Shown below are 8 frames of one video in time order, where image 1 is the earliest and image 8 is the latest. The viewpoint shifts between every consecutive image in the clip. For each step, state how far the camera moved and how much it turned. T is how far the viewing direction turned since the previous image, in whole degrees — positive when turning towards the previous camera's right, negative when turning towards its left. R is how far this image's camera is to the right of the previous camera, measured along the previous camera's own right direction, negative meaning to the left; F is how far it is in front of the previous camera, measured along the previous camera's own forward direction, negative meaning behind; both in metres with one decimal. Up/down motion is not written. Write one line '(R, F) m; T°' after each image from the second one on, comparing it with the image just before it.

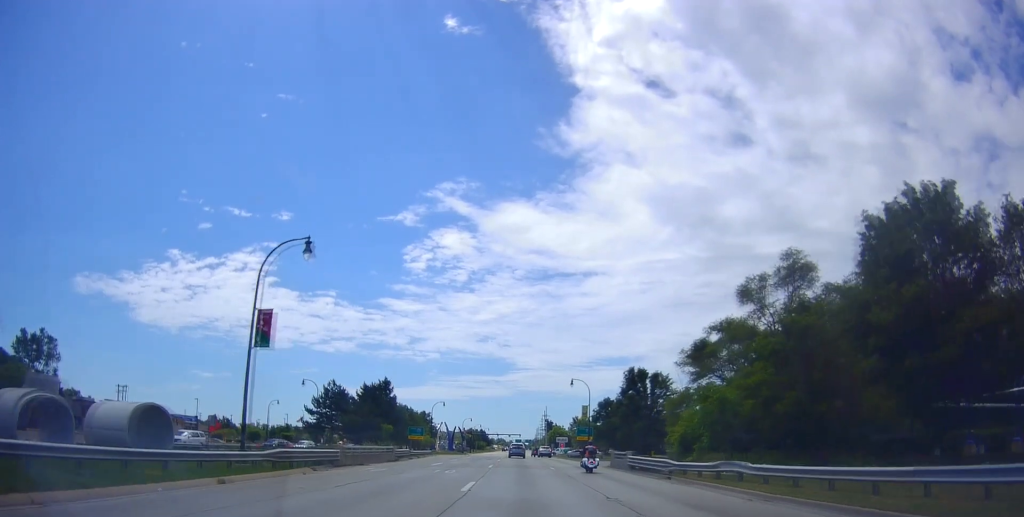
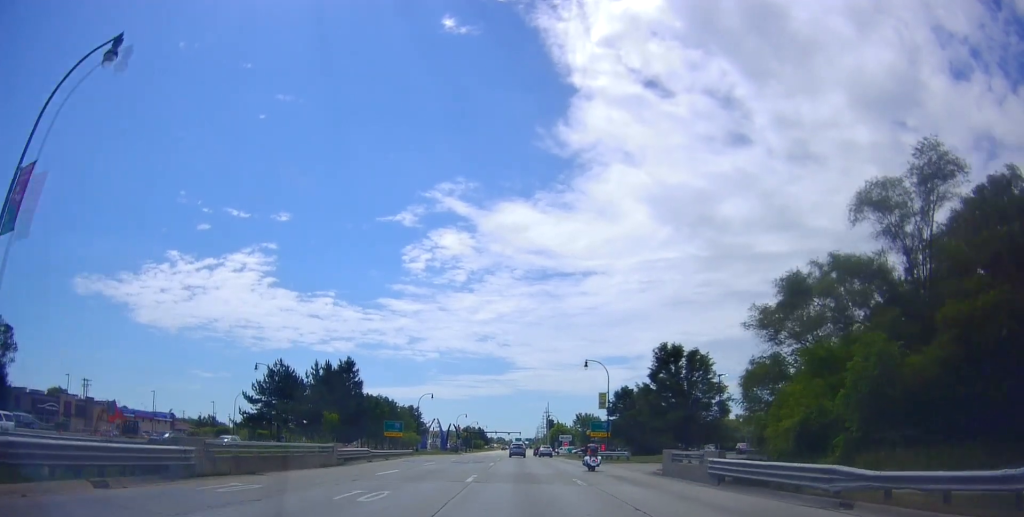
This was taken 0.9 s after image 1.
(-0.3, +15.1) m; +1°
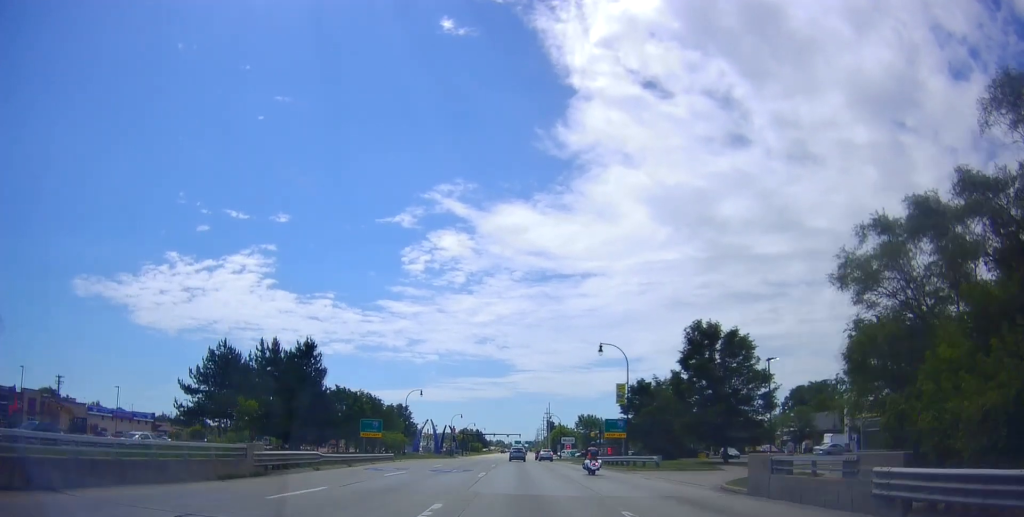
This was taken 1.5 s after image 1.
(+0.1, +10.4) m; 0°
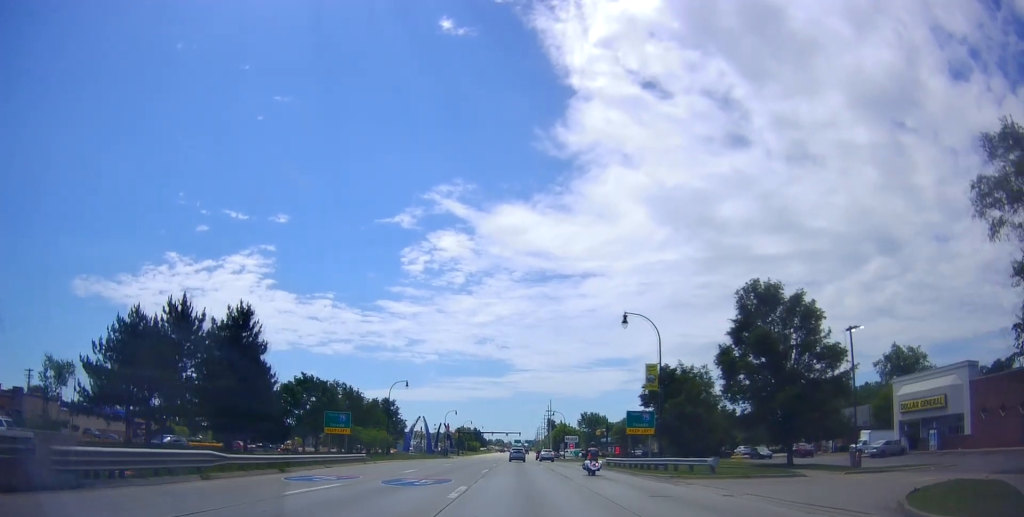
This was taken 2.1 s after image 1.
(+0.5, +10.8) m; 0°
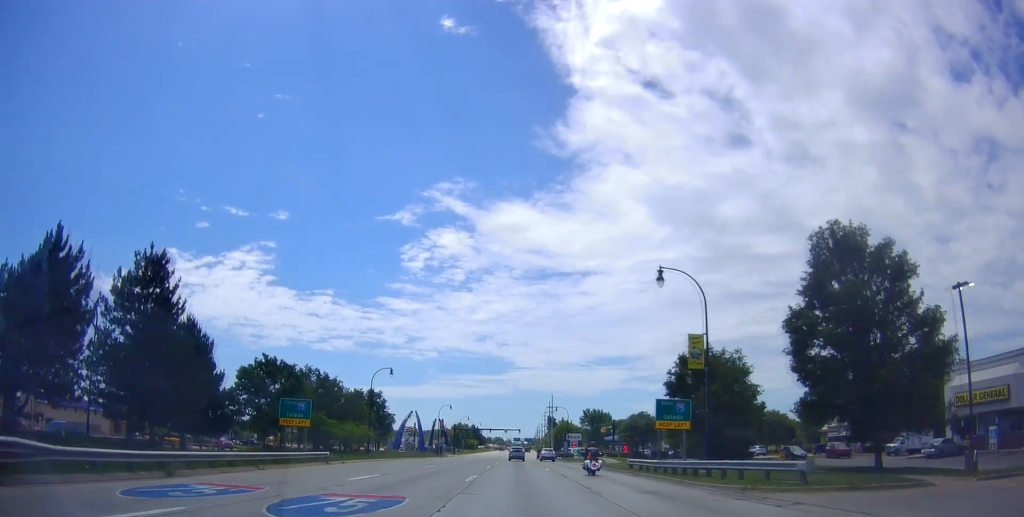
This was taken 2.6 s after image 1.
(-0.3, +9.1) m; -1°
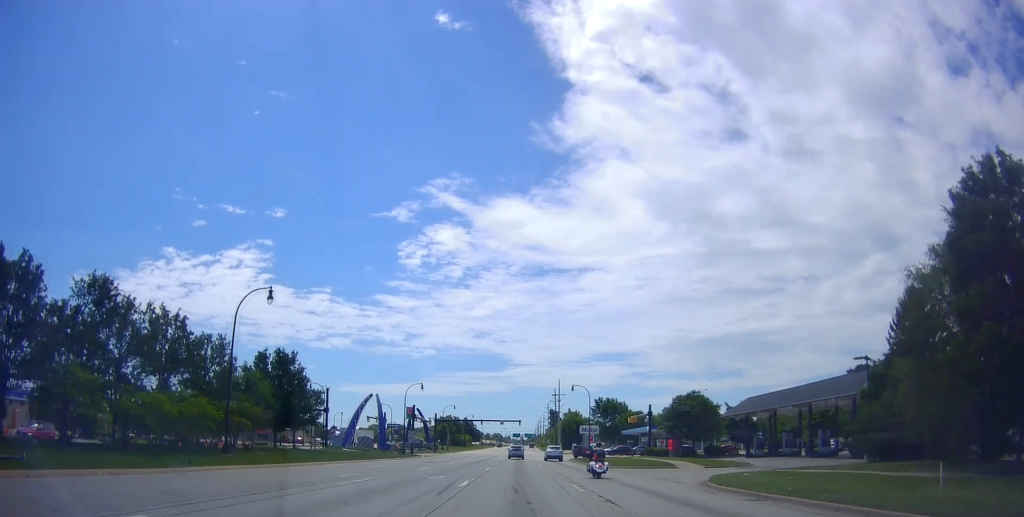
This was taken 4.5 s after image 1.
(-0.3, +31.9) m; -1°
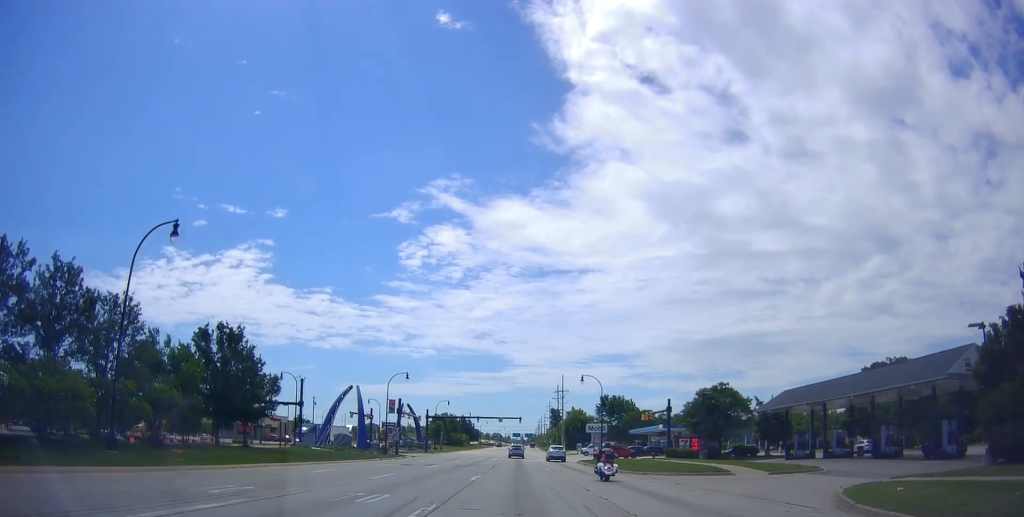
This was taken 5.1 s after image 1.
(-0.1, +10.4) m; -1°
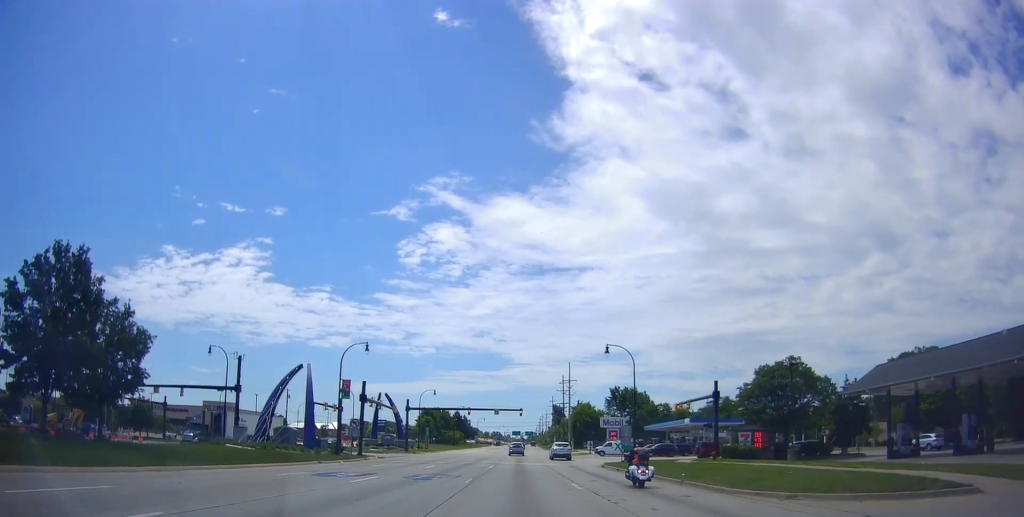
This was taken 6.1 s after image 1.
(0.0, +17.5) m; +1°
